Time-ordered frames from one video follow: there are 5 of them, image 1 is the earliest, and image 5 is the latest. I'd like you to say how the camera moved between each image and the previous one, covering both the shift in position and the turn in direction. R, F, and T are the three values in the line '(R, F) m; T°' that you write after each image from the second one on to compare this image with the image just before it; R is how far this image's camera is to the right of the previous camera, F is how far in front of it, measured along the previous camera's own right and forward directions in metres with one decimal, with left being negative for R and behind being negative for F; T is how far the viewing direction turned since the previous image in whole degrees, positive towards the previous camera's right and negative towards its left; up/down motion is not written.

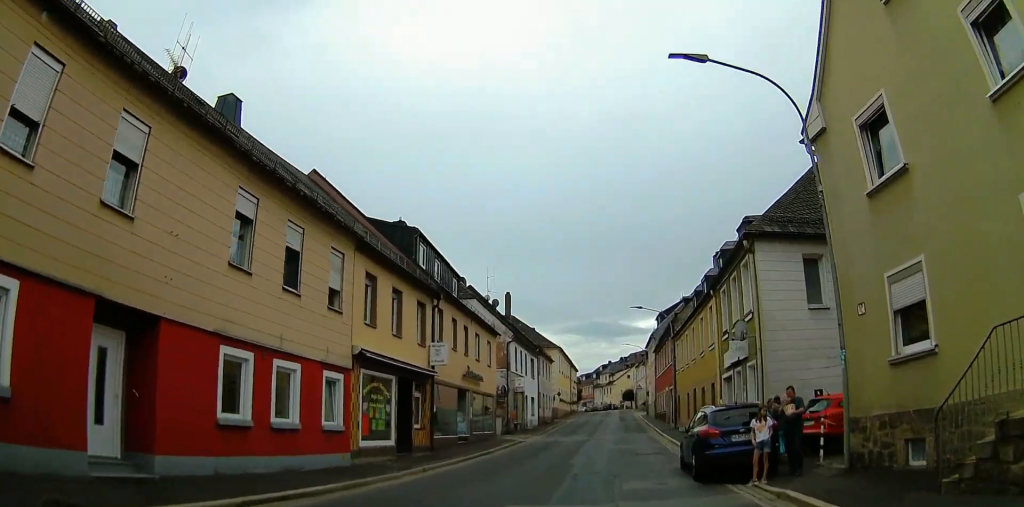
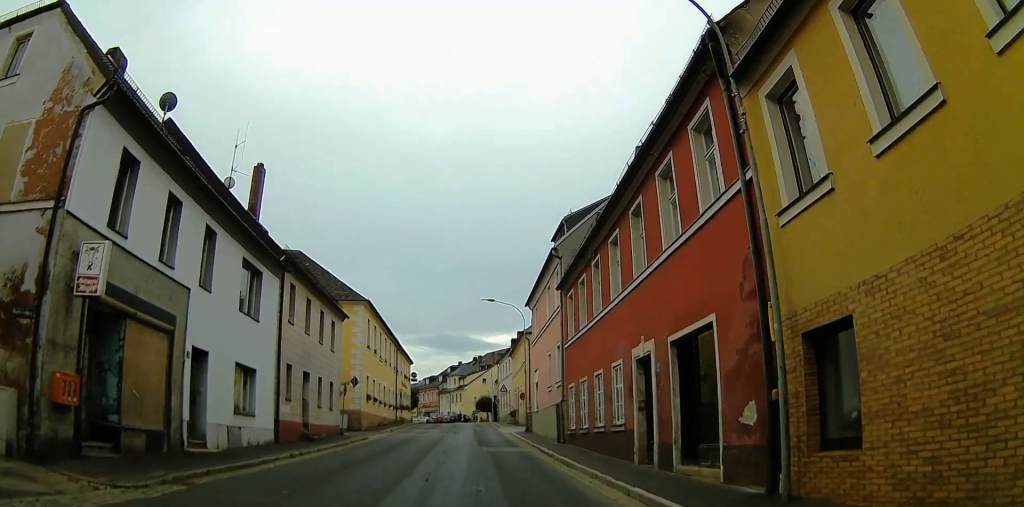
(+3.4, +30.0) m; +14°
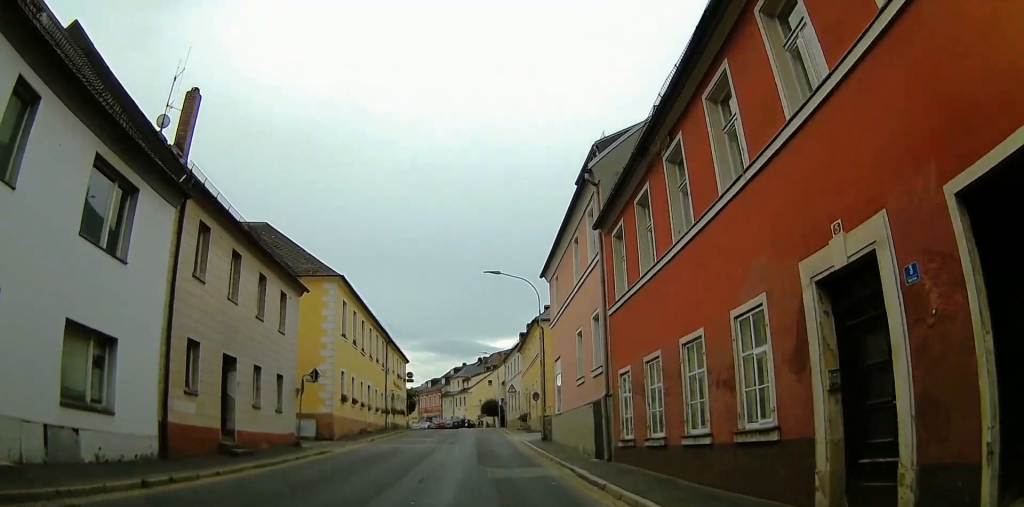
(-0.4, +8.8) m; -2°
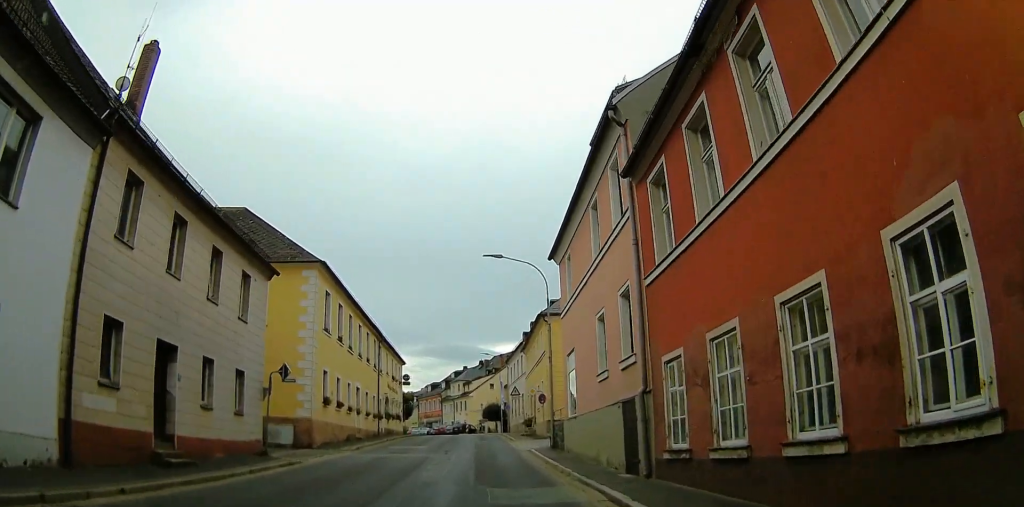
(-0.1, +4.1) m; +2°
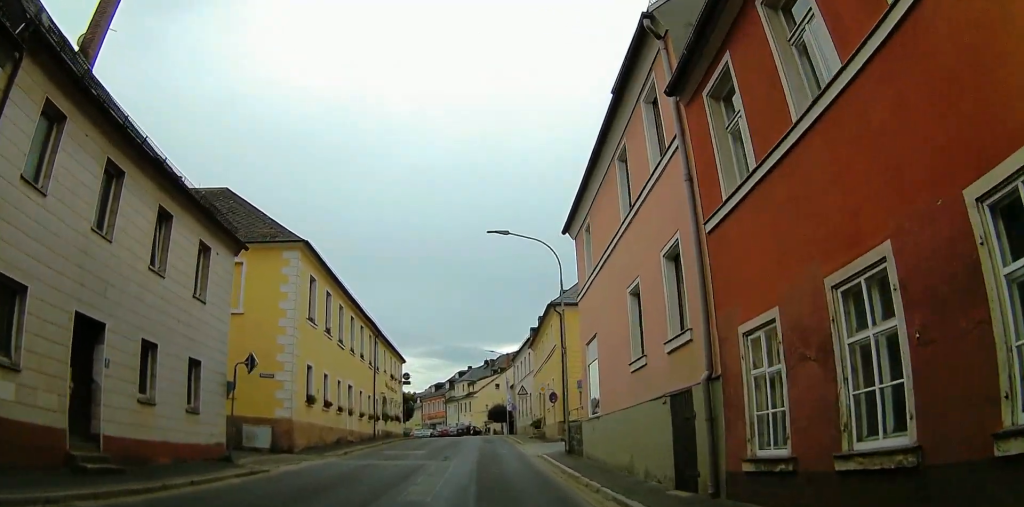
(-0.1, +3.7) m; +1°
